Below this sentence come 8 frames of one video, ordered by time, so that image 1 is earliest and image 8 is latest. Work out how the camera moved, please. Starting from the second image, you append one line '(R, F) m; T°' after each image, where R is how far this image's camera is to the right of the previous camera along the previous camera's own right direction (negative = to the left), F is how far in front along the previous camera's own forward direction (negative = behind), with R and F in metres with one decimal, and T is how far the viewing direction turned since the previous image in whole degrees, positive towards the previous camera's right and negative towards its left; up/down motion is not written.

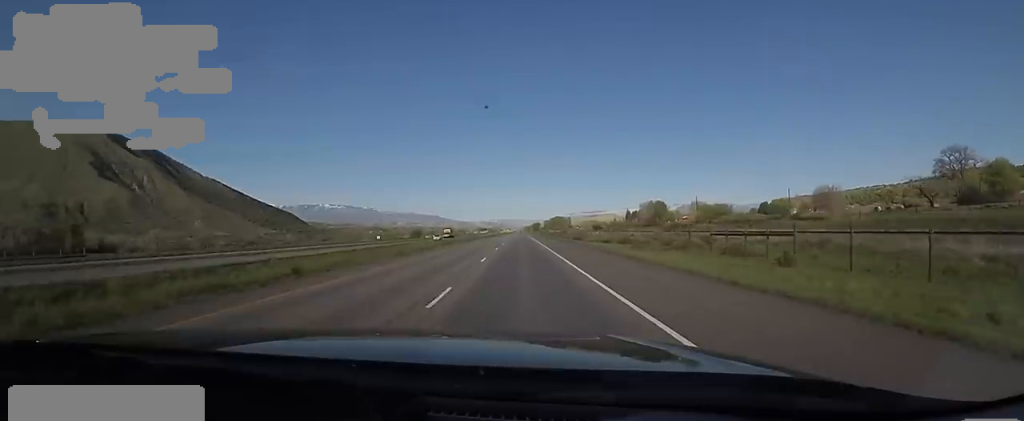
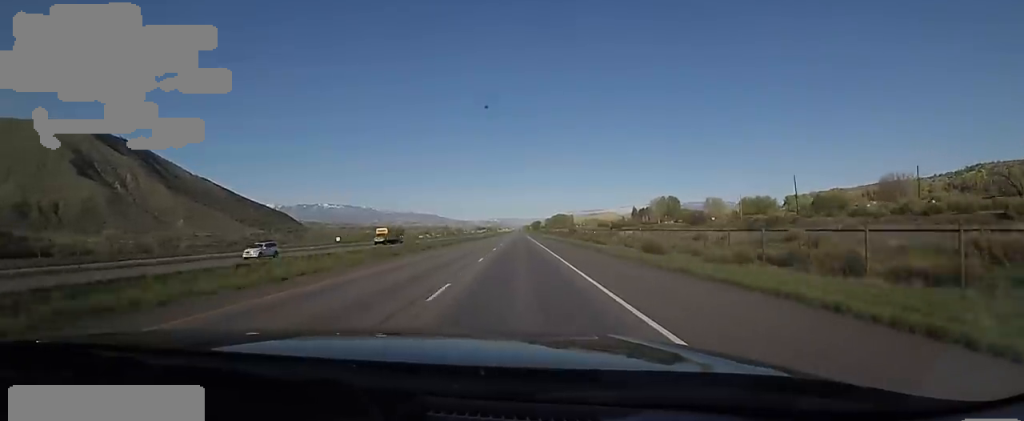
(+0.8, +47.7) m; 0°
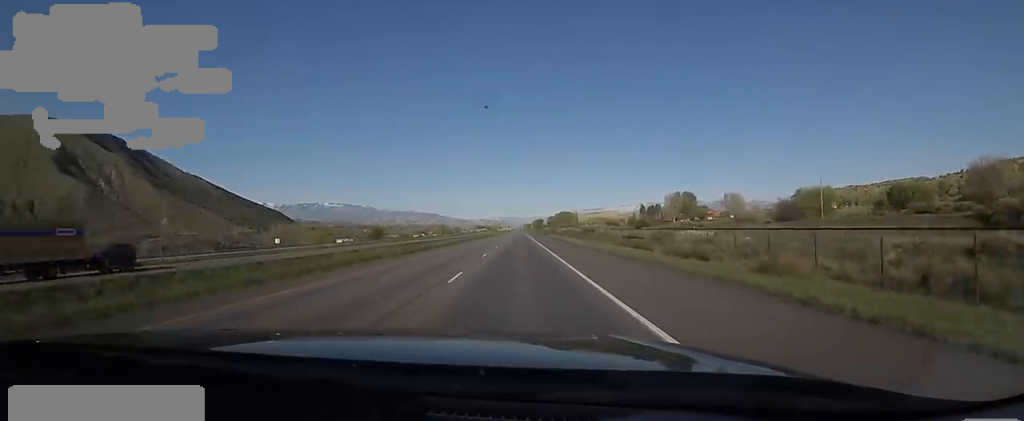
(-1.5, +44.7) m; -2°
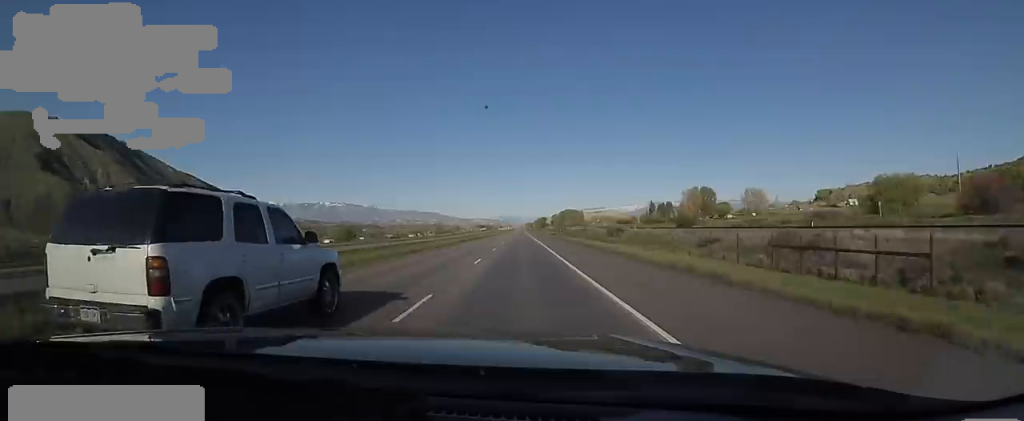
(+0.9, +41.4) m; +3°
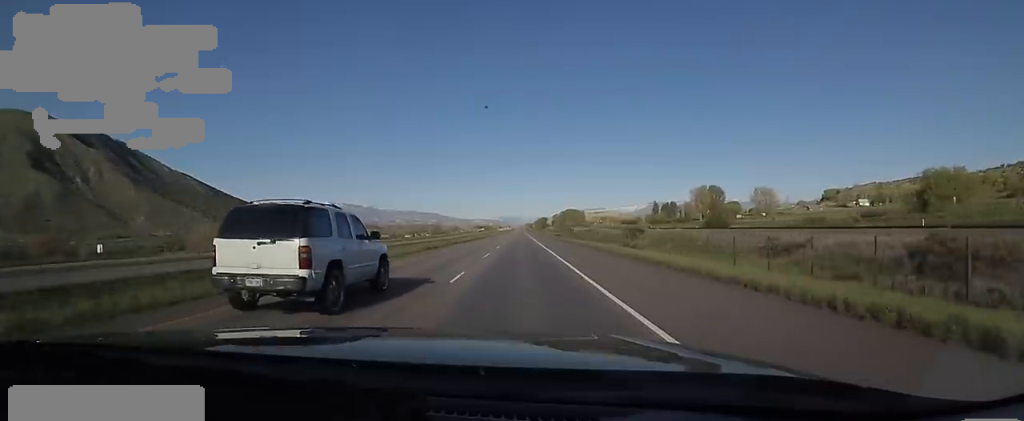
(+0.2, +18.7) m; 0°
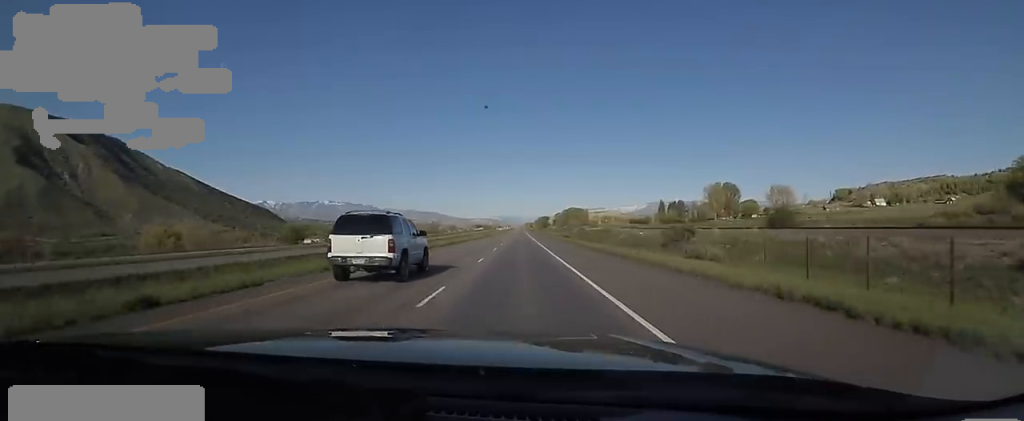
(+0.1, +28.3) m; -1°
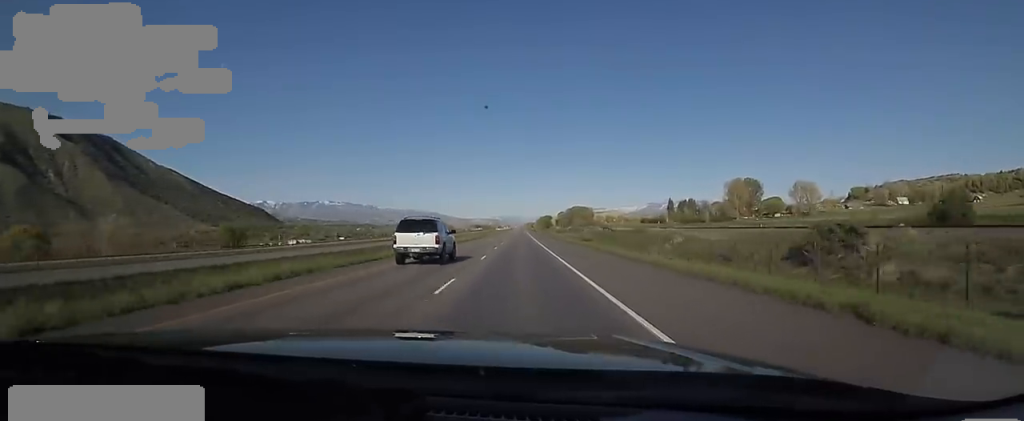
(-1.1, +34.7) m; -1°
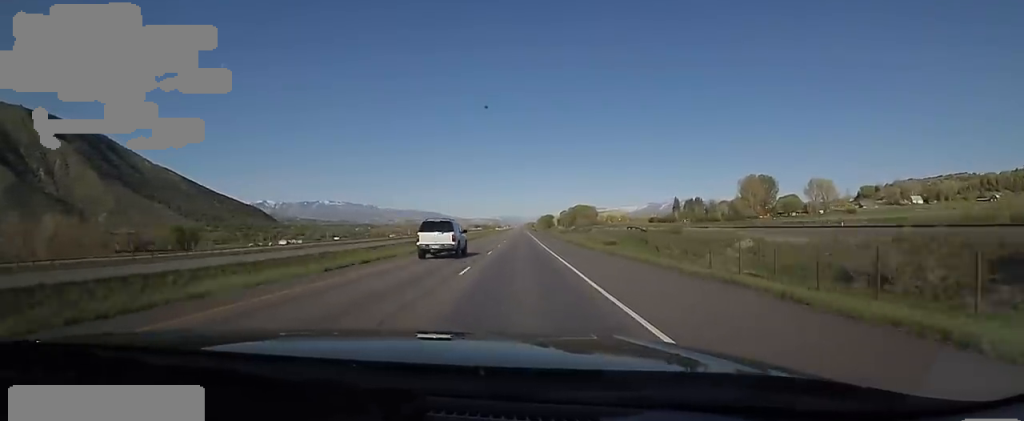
(0.0, +20.0) m; +1°
